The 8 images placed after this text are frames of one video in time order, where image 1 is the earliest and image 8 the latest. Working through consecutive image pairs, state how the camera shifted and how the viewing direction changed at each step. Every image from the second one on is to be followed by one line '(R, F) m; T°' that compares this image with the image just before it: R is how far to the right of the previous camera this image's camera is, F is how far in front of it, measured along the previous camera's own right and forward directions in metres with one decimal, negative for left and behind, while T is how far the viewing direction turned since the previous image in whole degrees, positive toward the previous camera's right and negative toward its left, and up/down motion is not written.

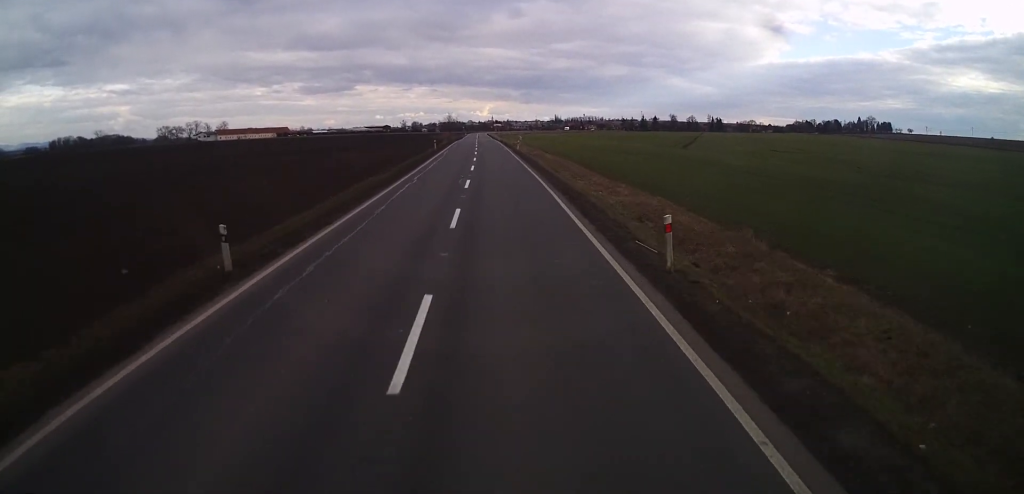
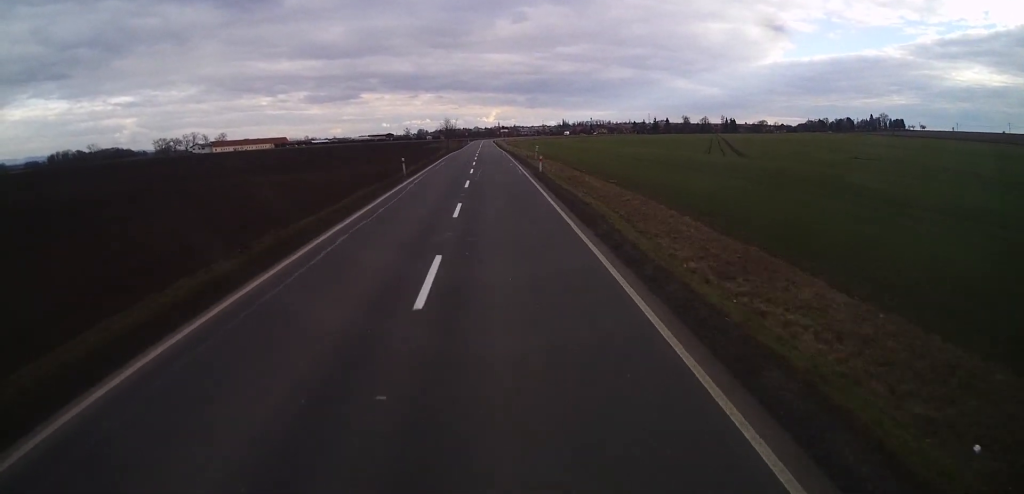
(+0.2, +24.2) m; 0°
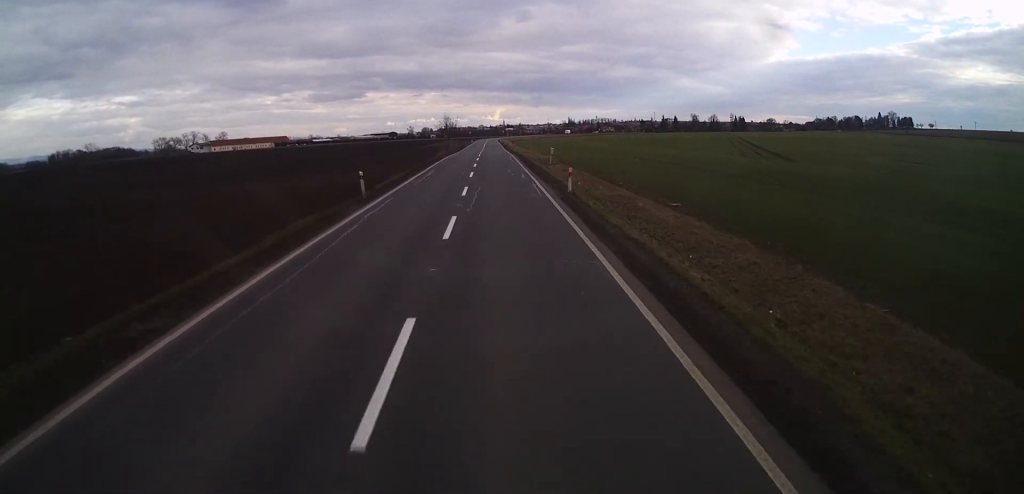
(-0.1, +12.8) m; -1°
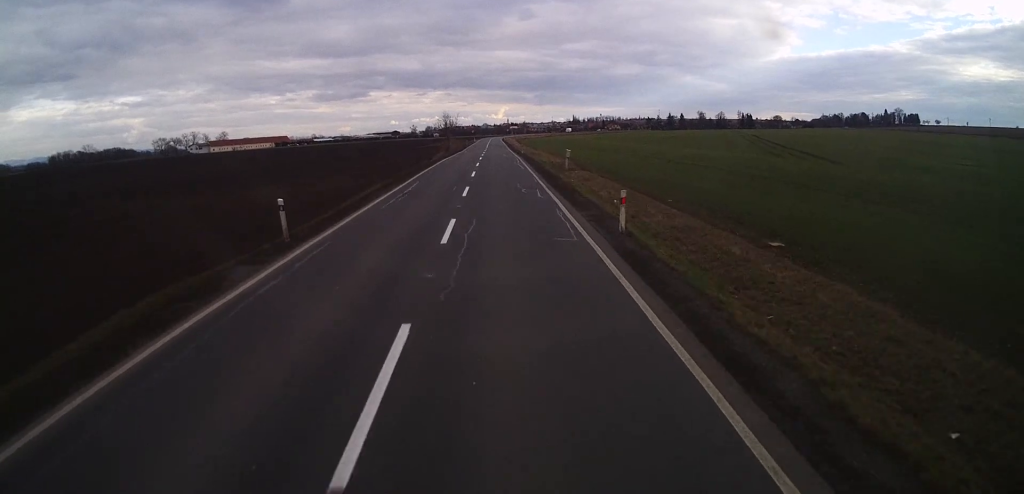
(-0.1, +9.7) m; 0°
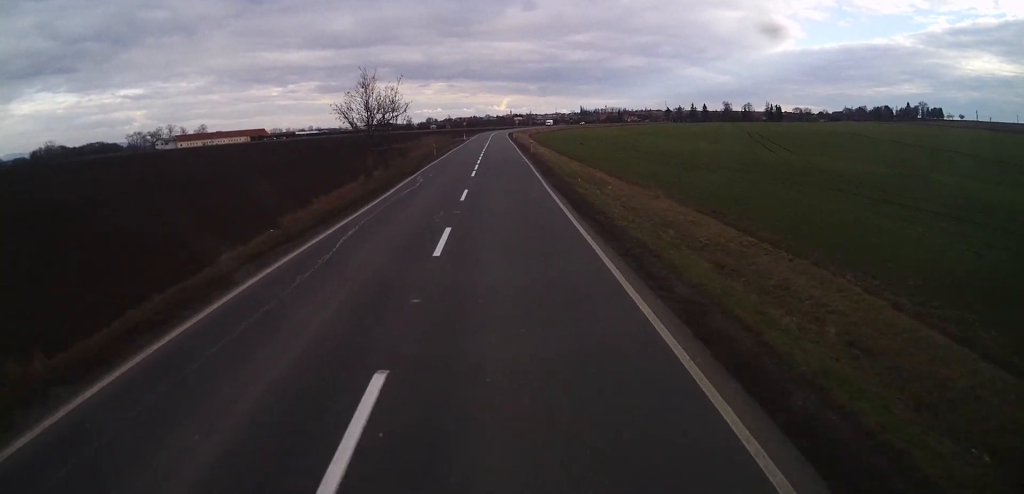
(-0.4, +64.8) m; -1°
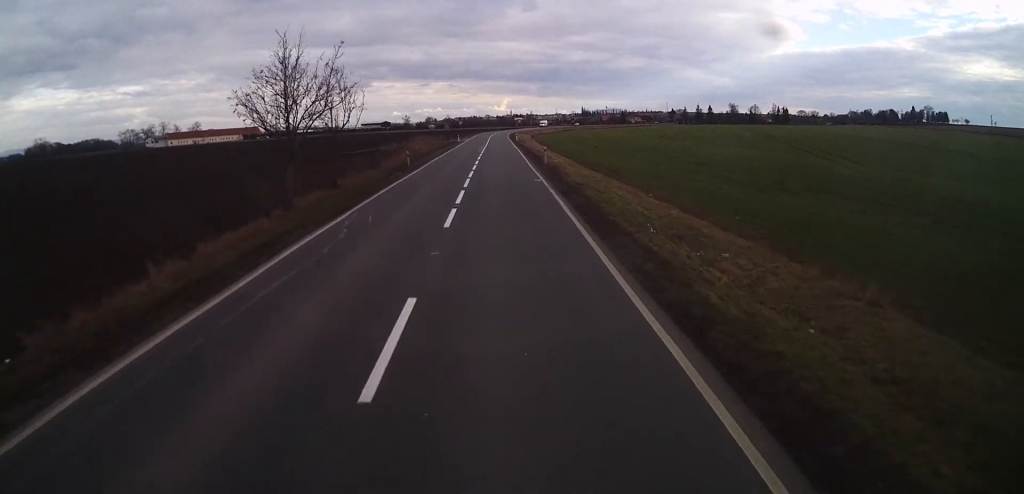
(0.0, +15.4) m; 0°
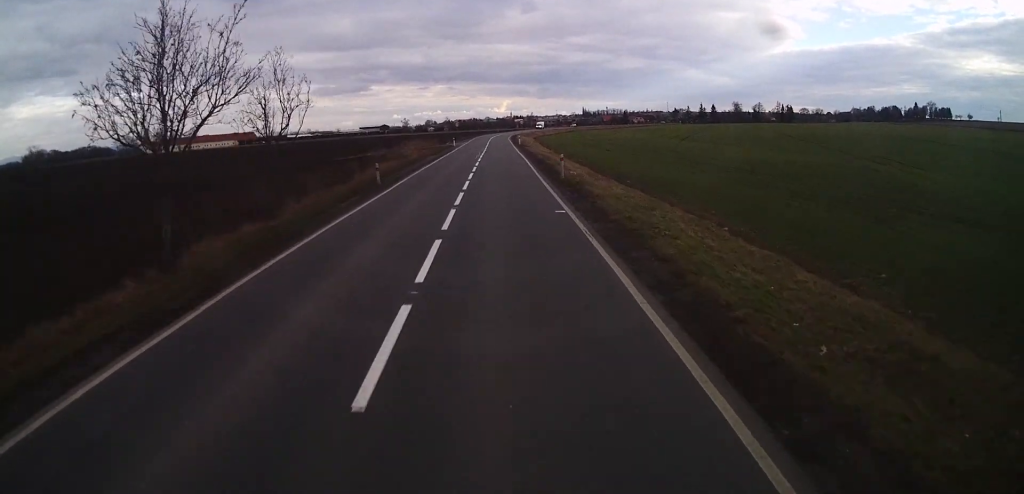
(+0.1, +9.4) m; 0°
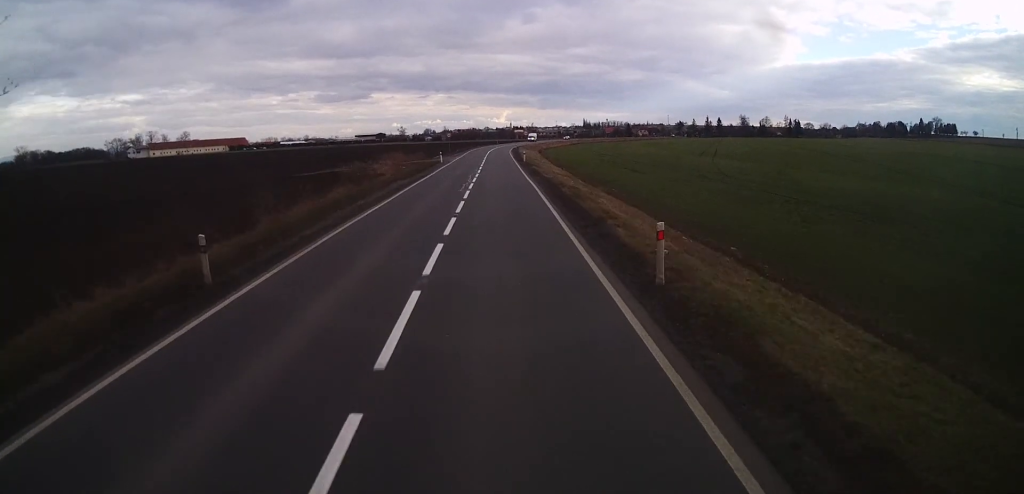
(+0.2, +16.5) m; 0°
